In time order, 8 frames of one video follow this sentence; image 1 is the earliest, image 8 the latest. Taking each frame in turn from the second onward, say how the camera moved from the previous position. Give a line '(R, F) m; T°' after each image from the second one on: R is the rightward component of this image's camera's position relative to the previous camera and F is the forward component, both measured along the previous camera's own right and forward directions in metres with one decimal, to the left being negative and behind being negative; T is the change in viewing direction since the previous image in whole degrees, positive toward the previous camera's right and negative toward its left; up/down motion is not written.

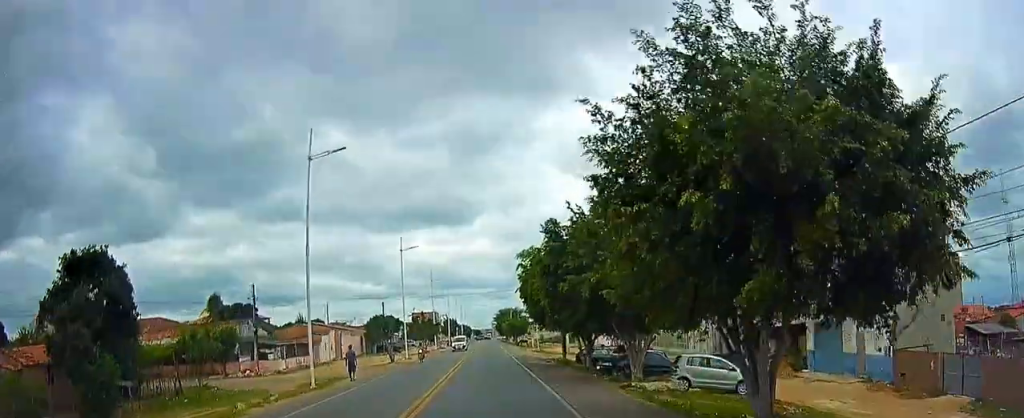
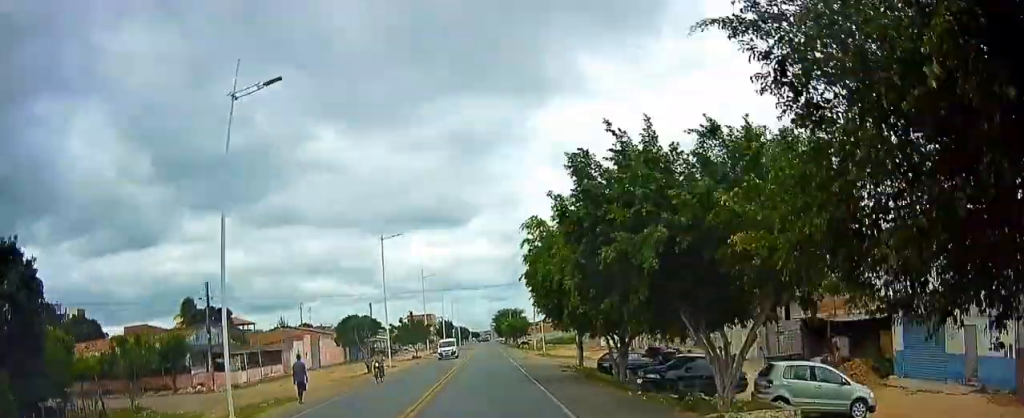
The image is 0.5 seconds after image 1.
(-0.1, +8.4) m; +1°
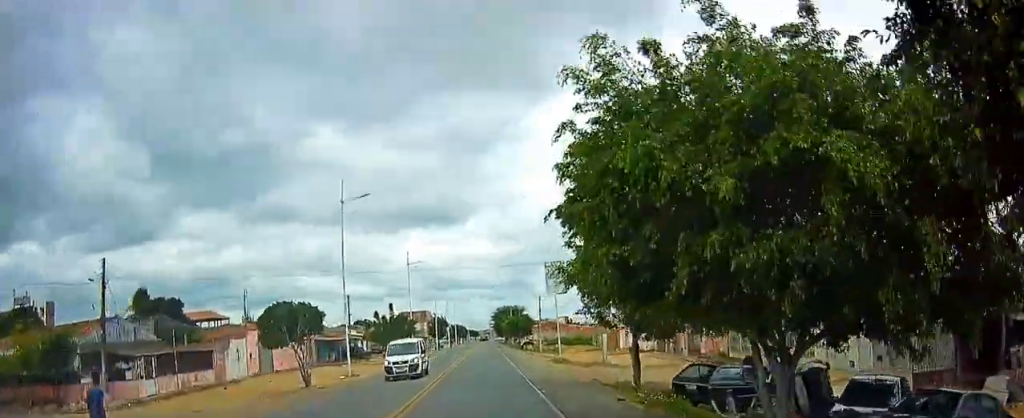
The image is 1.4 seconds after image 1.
(+0.4, +13.2) m; +1°
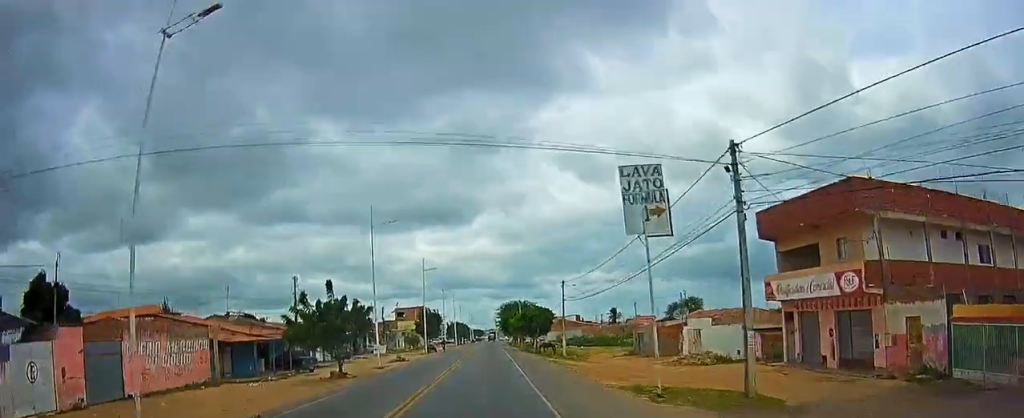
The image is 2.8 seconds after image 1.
(0.0, +22.2) m; 0°
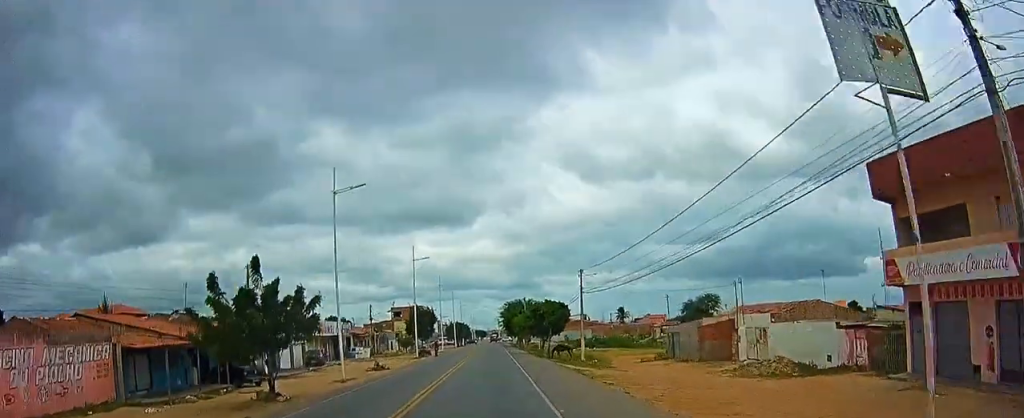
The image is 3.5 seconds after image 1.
(0.0, +11.1) m; 0°
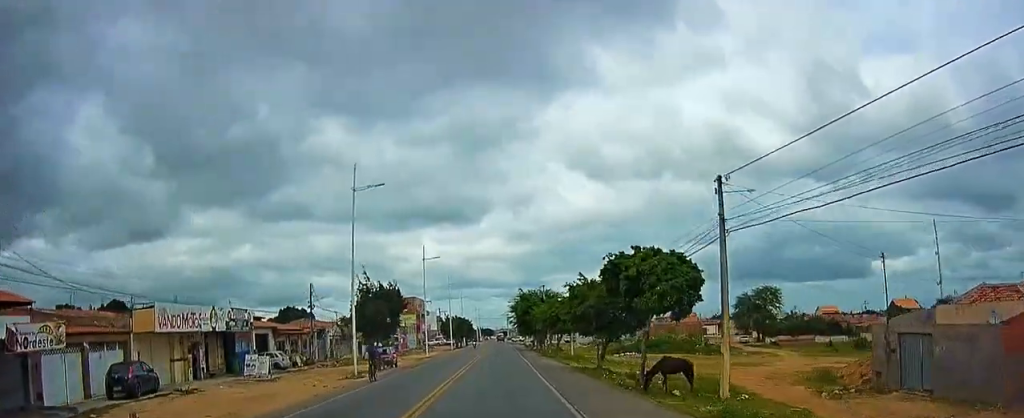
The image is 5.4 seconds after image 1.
(-0.9, +30.0) m; -2°
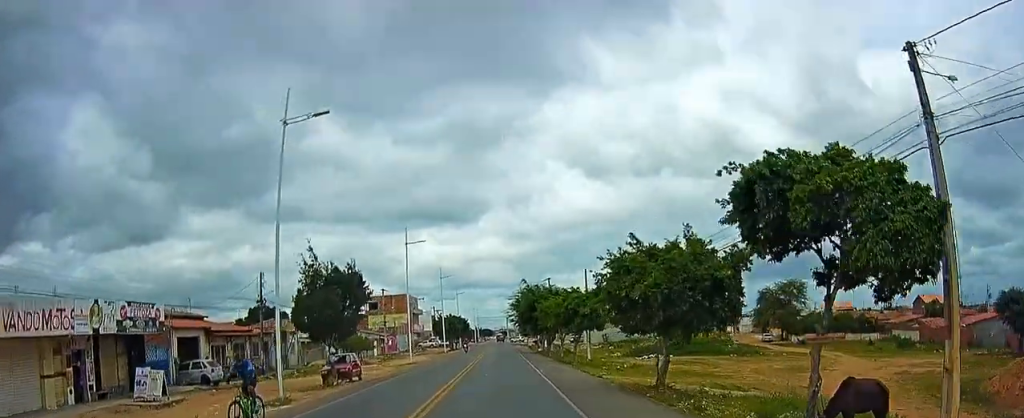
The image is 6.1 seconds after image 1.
(+0.3, +11.5) m; -1°
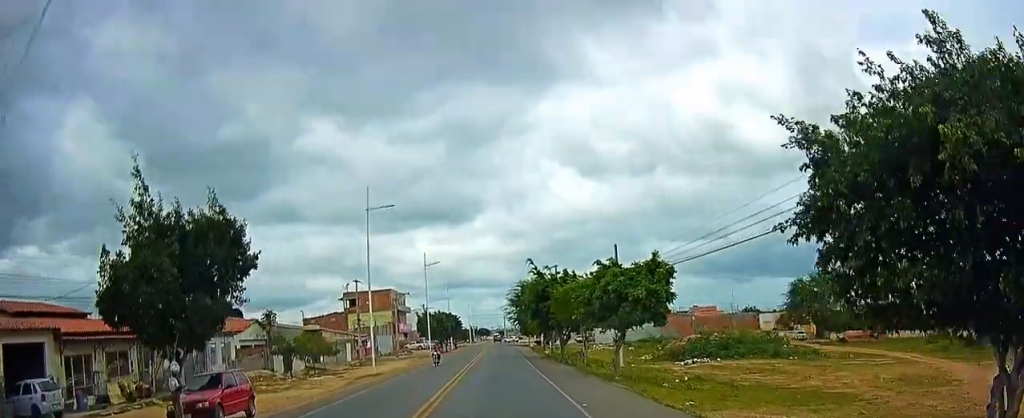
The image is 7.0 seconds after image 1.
(-0.3, +14.5) m; -1°
